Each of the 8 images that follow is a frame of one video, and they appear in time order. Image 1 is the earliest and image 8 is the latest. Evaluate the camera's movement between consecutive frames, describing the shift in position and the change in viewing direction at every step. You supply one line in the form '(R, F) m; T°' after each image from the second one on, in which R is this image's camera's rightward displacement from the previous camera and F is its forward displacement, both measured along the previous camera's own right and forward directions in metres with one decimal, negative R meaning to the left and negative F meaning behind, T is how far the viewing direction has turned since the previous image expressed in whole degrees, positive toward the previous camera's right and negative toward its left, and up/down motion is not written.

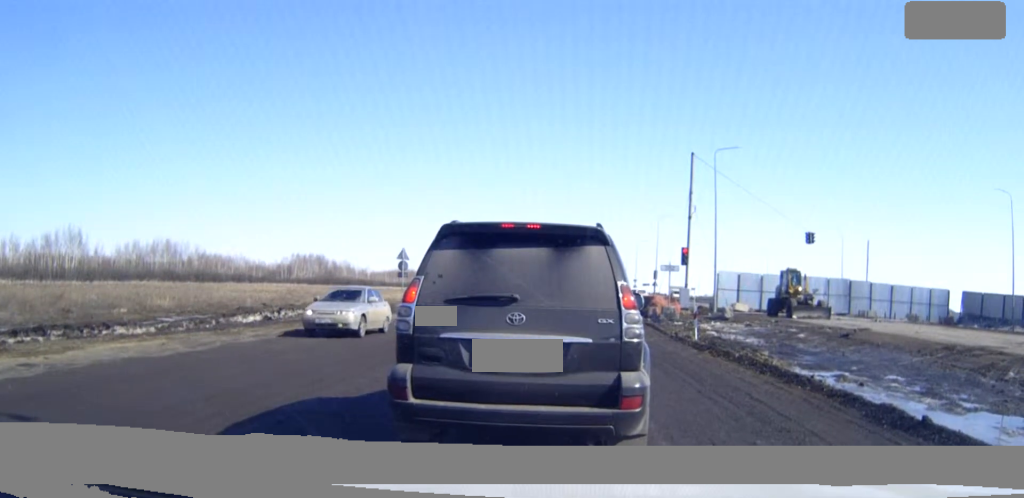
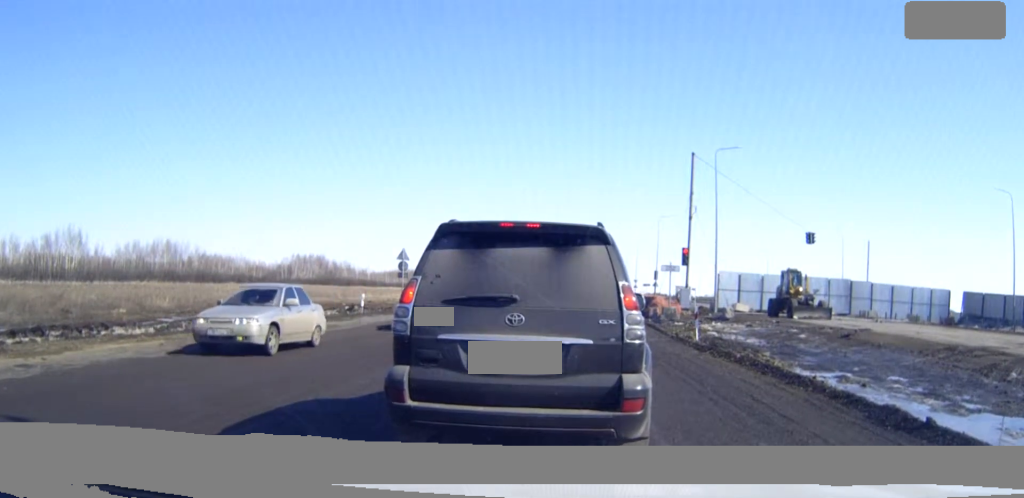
(0.0, 0.0) m; 0°
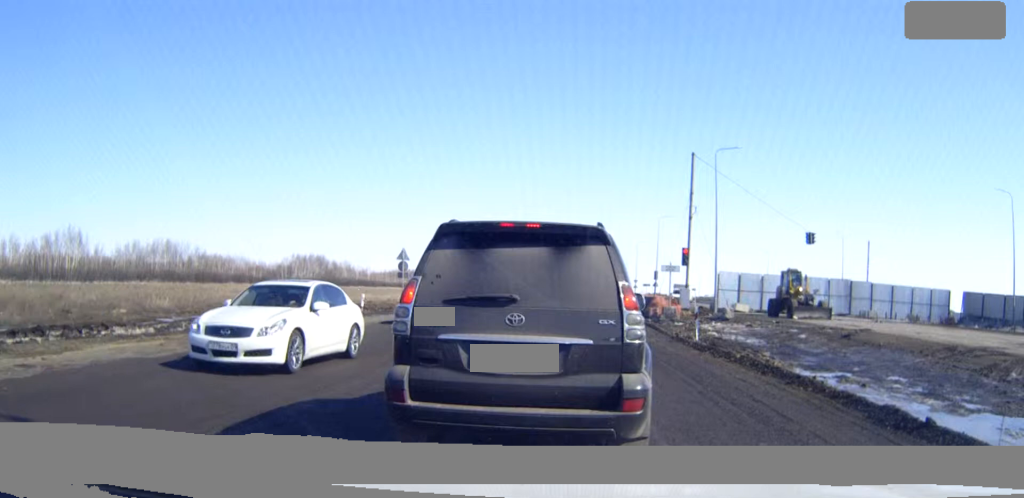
(0.0, 0.0) m; 0°
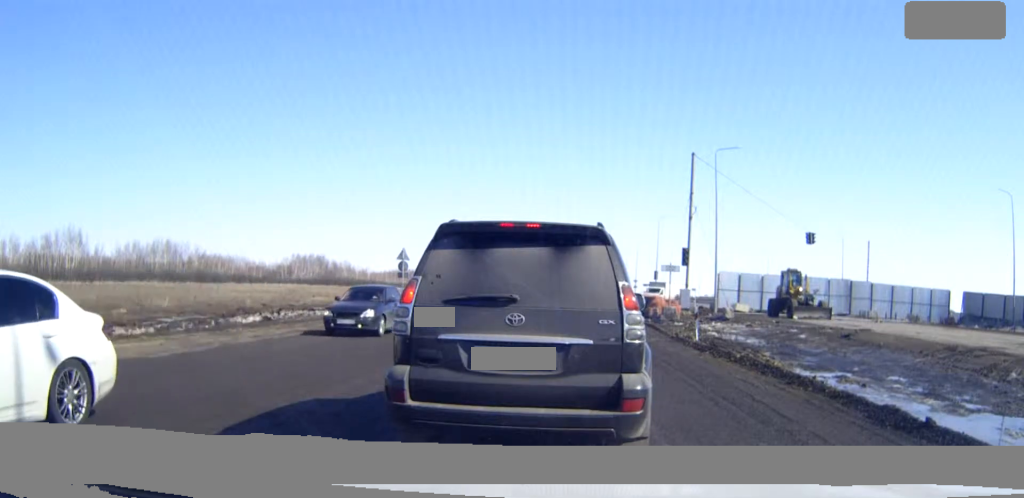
(0.0, 0.0) m; 0°
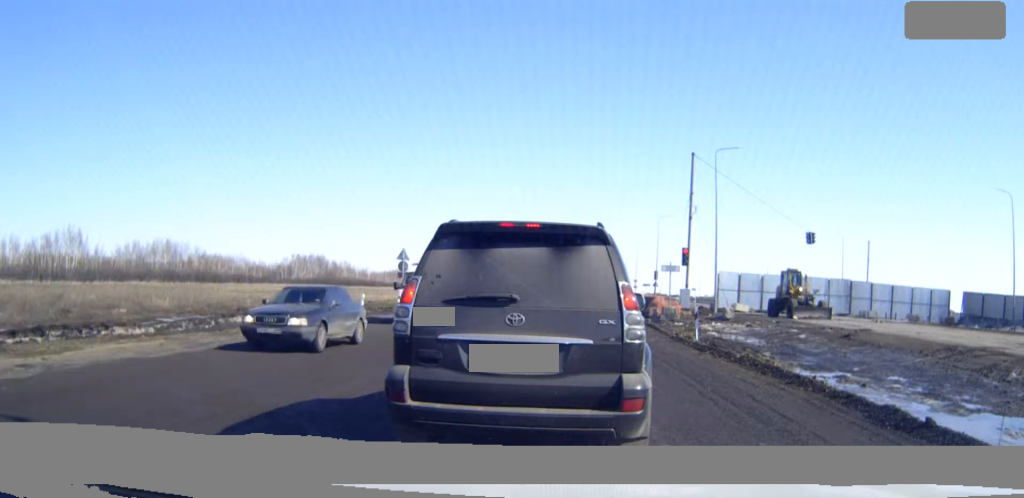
(0.0, 0.0) m; 0°
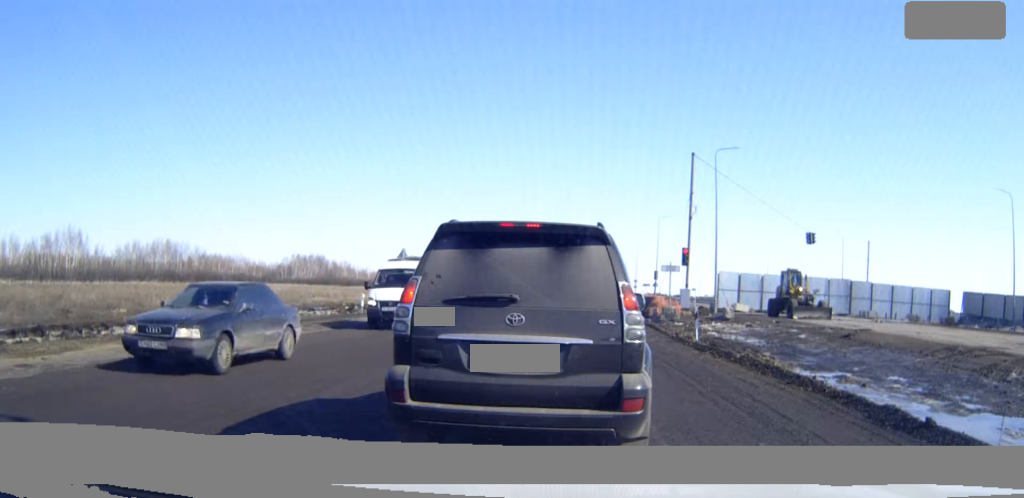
(0.0, 0.0) m; 0°
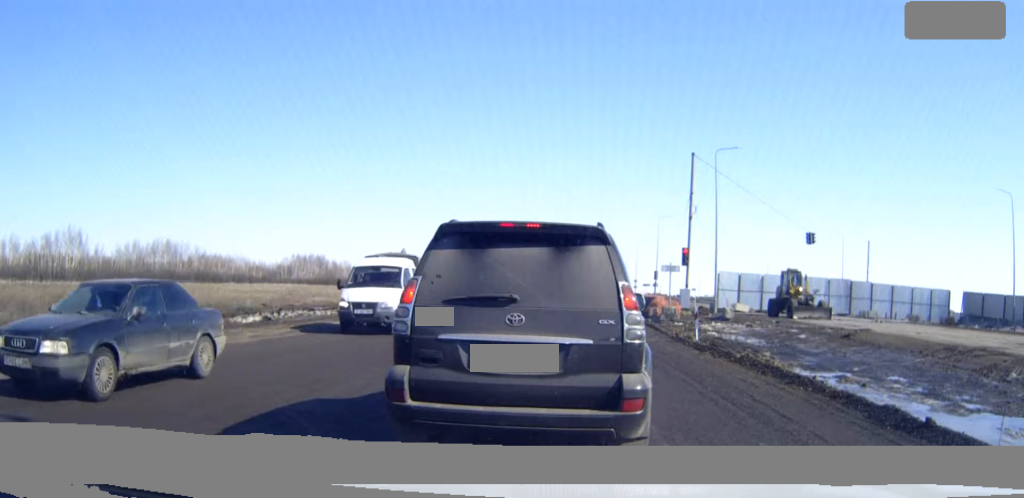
(0.0, 0.0) m; 0°
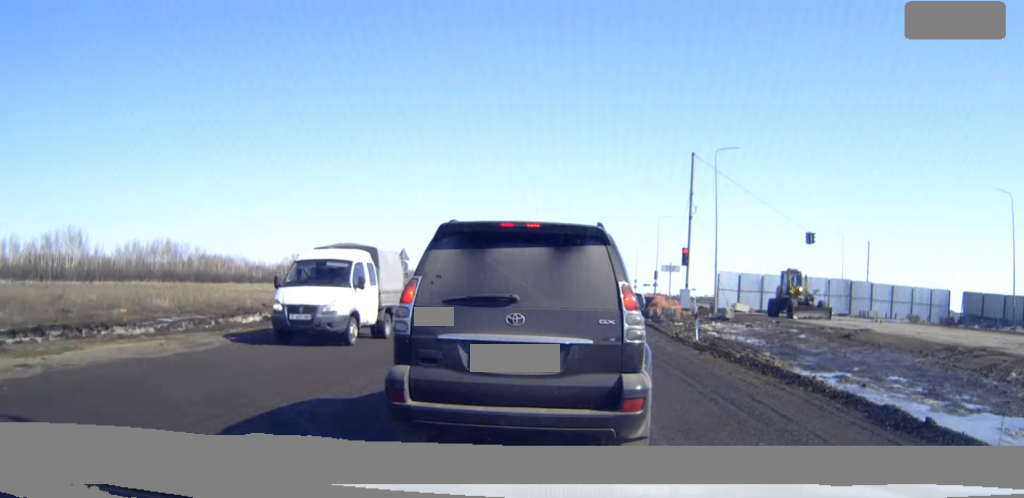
(0.0, 0.0) m; 0°
